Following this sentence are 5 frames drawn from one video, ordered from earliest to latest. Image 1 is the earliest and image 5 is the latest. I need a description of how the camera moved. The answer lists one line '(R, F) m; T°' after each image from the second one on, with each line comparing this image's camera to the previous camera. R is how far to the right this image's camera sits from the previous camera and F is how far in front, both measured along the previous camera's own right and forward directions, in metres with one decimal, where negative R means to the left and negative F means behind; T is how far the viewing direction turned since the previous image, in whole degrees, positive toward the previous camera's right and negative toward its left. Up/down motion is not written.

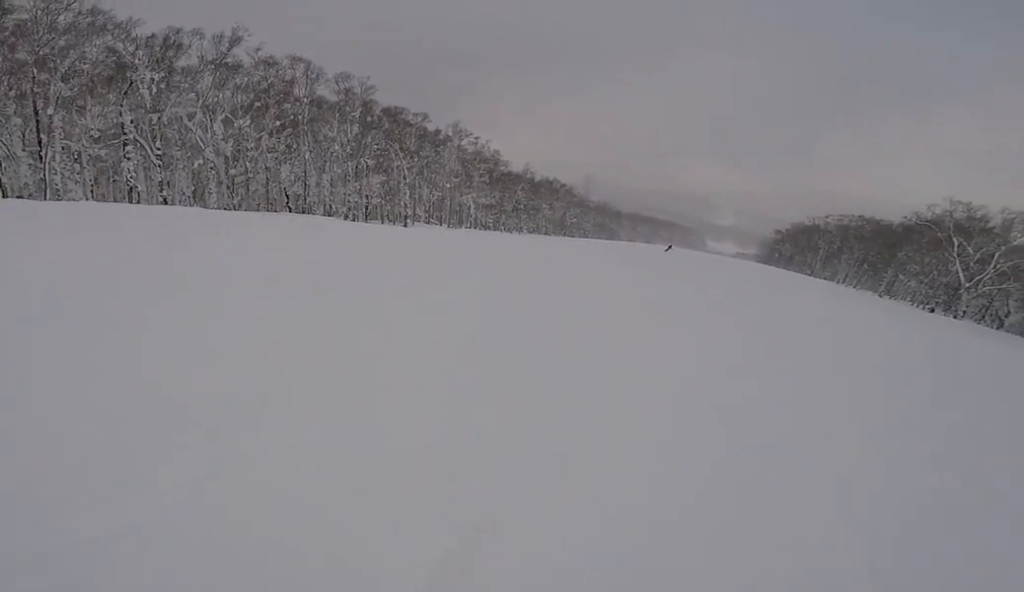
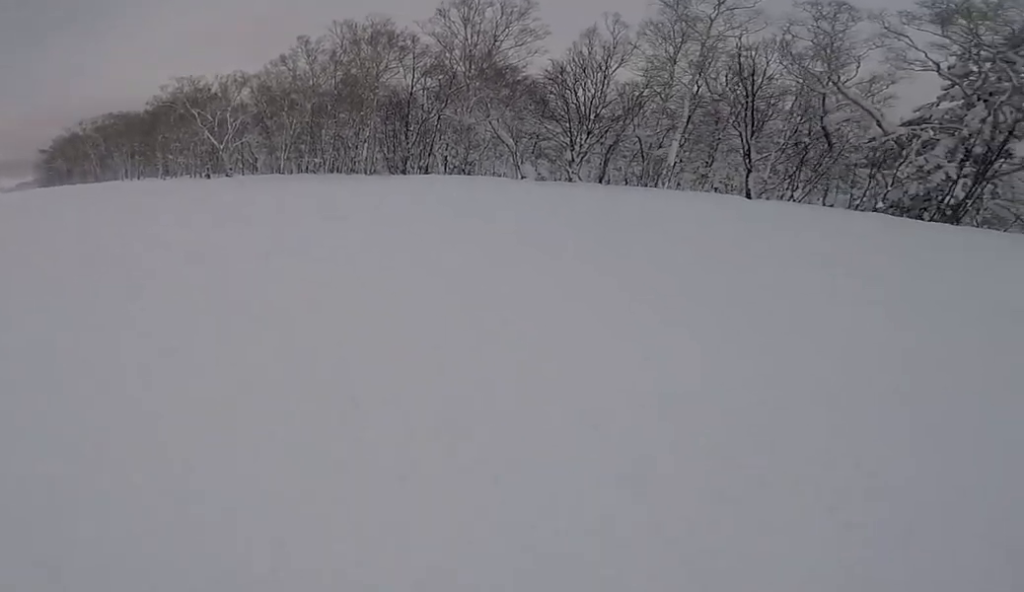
(+2.4, +6.4) m; +40°
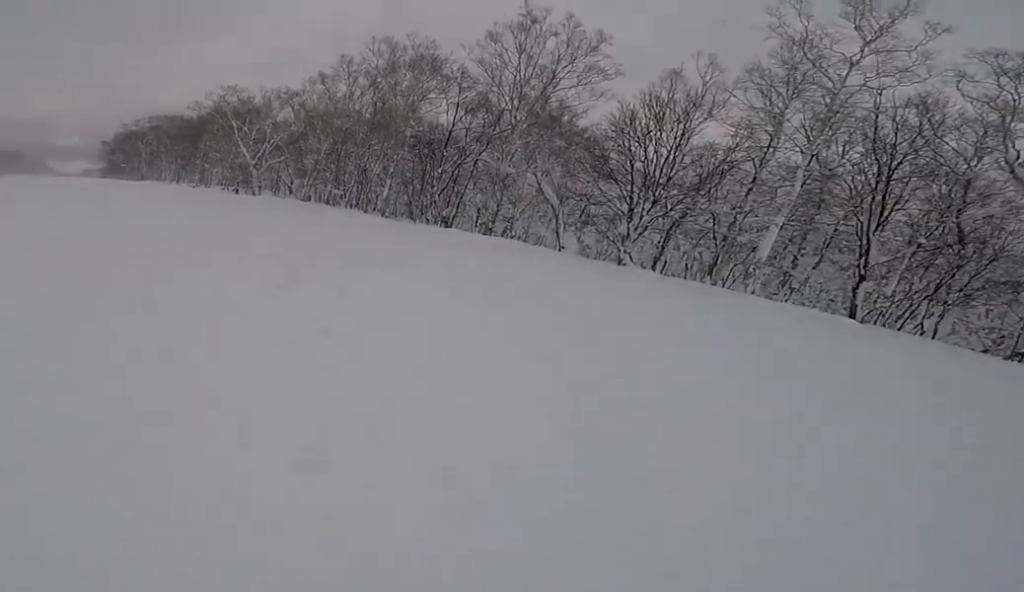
(+0.4, +6.5) m; +2°
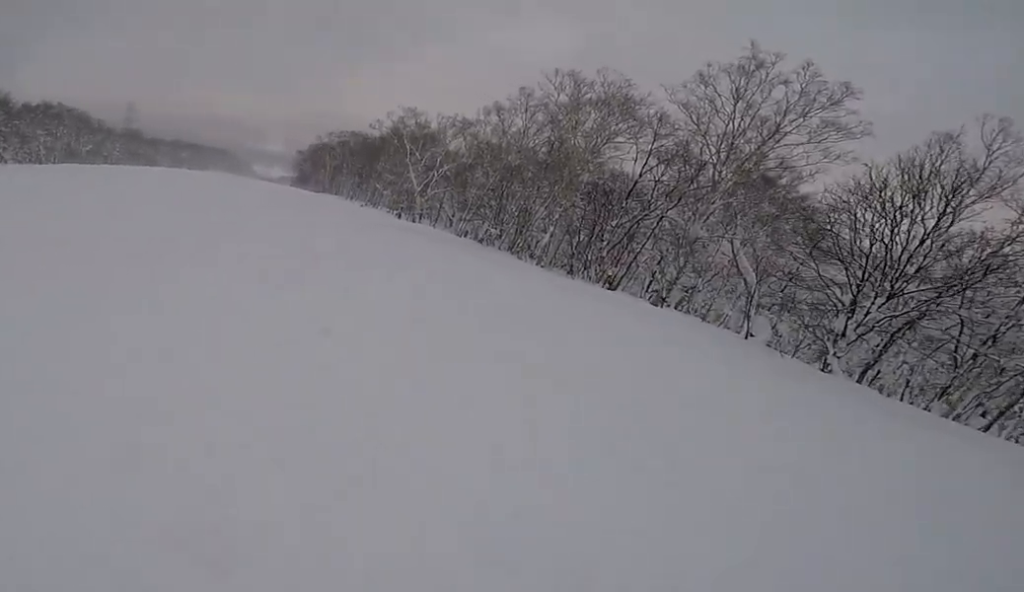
(0.0, +2.4) m; -15°
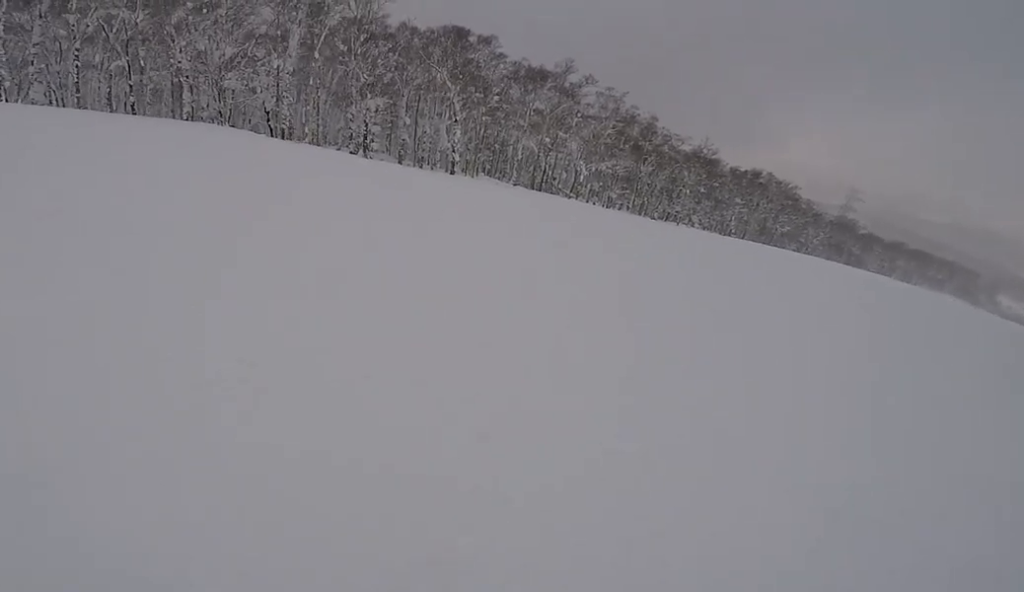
(-7.3, +7.4) m; -60°
